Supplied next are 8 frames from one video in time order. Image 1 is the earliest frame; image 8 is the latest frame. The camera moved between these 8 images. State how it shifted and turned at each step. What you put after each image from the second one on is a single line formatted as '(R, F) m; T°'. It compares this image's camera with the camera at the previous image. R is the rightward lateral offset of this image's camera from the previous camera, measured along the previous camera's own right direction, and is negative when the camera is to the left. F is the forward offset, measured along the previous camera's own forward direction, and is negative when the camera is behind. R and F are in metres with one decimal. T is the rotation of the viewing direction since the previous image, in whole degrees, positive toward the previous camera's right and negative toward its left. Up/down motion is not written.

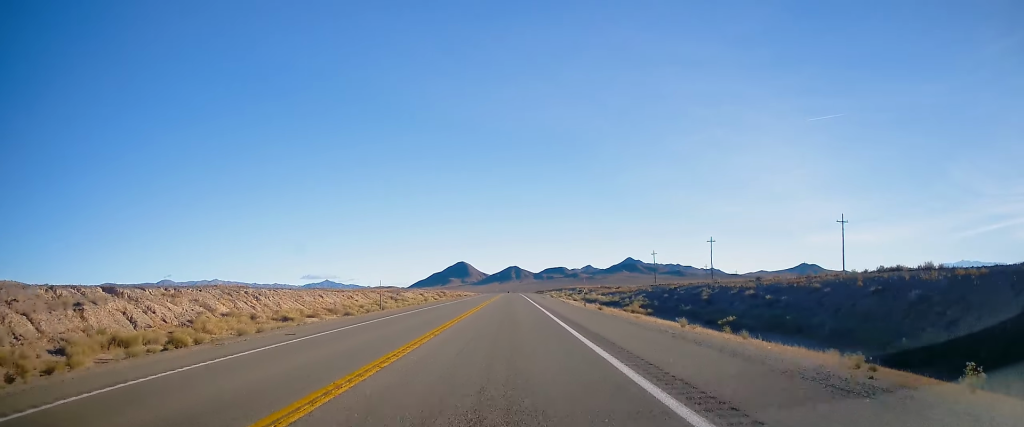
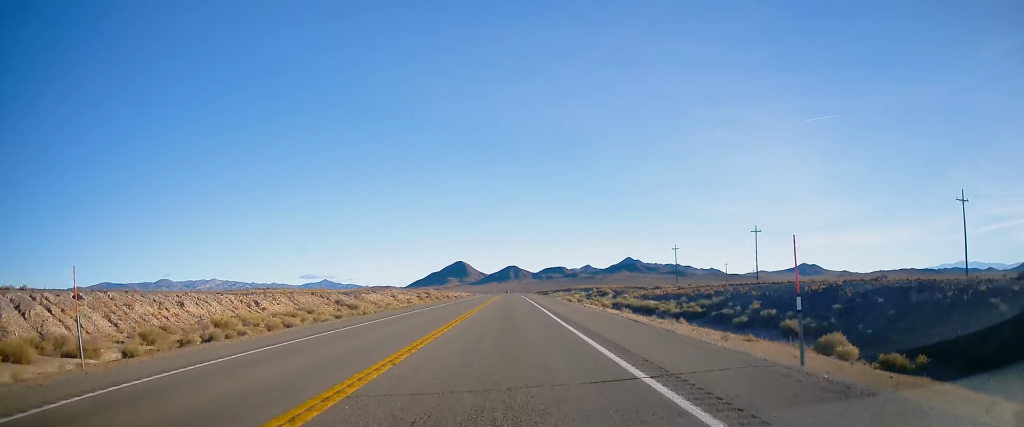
(-0.1, +28.4) m; 0°
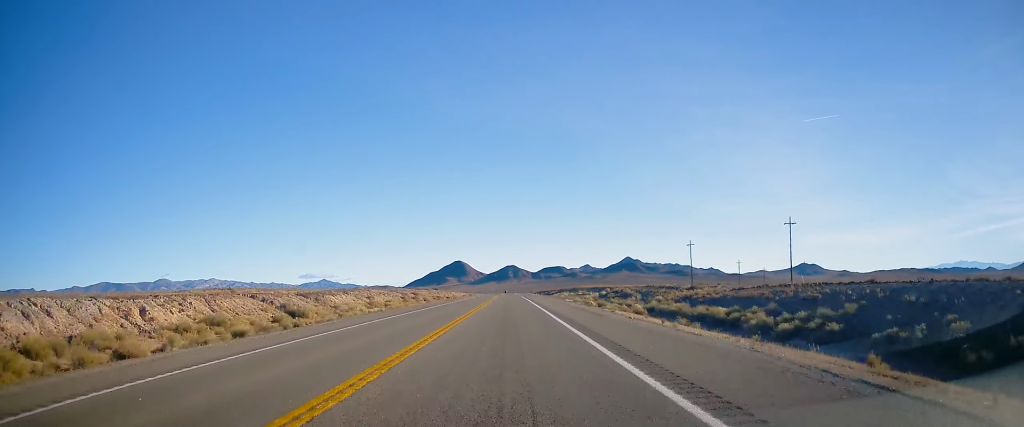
(+0.1, +15.9) m; 0°
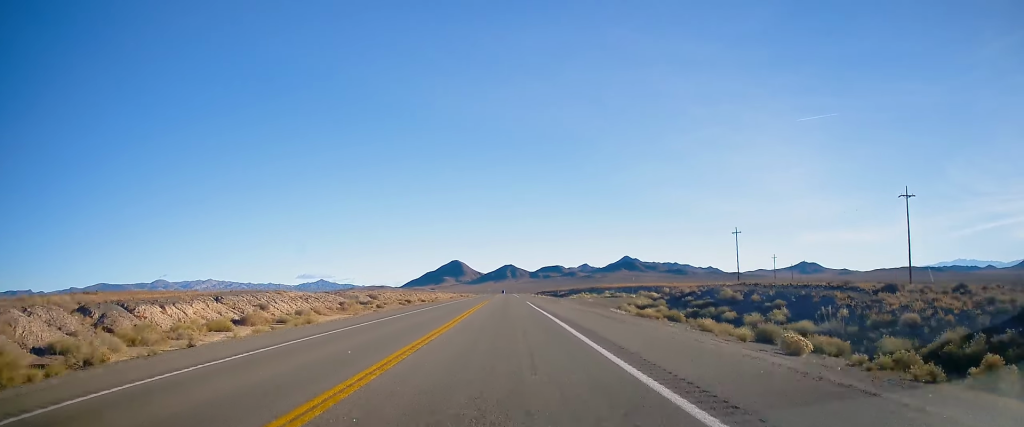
(+0.2, +35.3) m; +1°
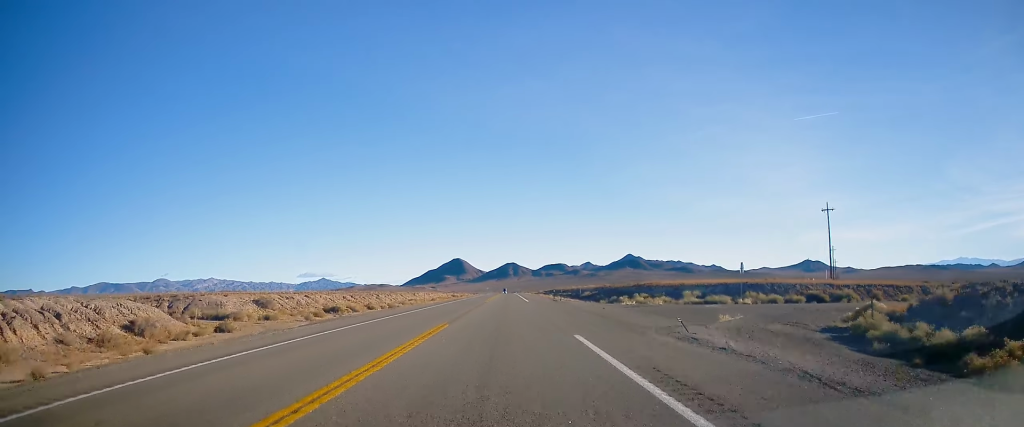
(+0.2, +38.8) m; 0°
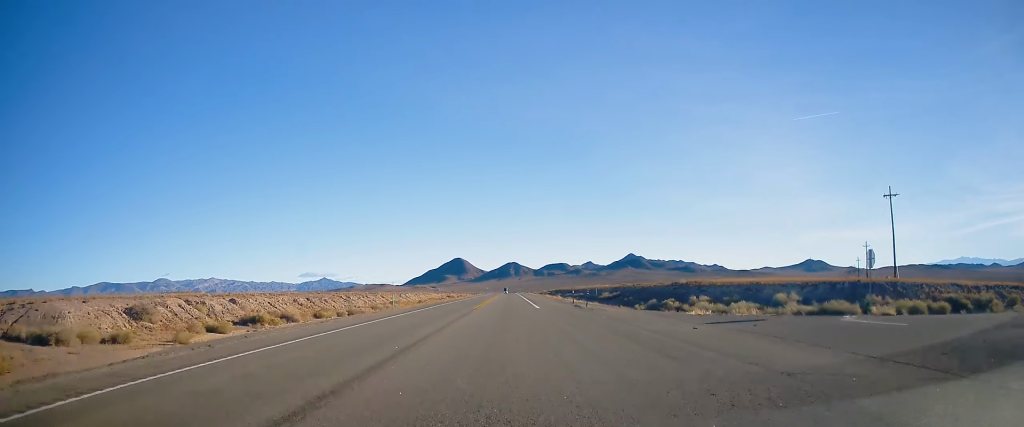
(+0.1, +17.2) m; 0°
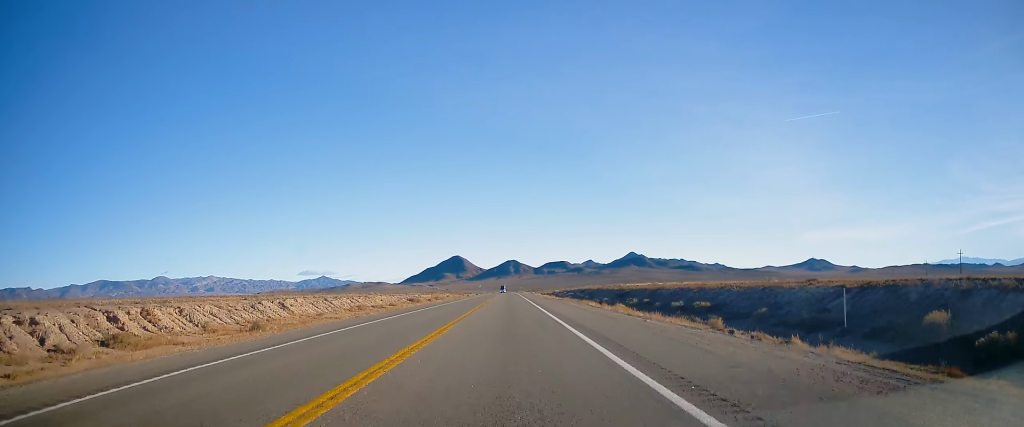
(0.0, +62.3) m; +1°
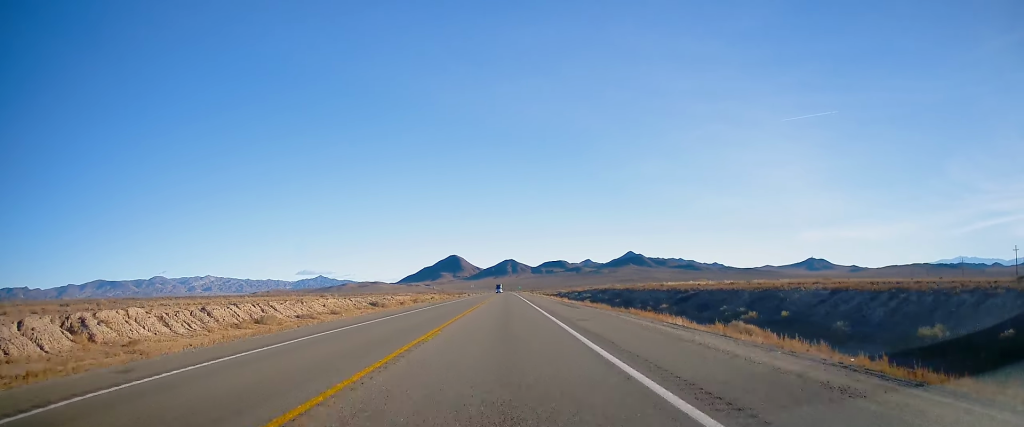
(0.0, +26.8) m; 0°
